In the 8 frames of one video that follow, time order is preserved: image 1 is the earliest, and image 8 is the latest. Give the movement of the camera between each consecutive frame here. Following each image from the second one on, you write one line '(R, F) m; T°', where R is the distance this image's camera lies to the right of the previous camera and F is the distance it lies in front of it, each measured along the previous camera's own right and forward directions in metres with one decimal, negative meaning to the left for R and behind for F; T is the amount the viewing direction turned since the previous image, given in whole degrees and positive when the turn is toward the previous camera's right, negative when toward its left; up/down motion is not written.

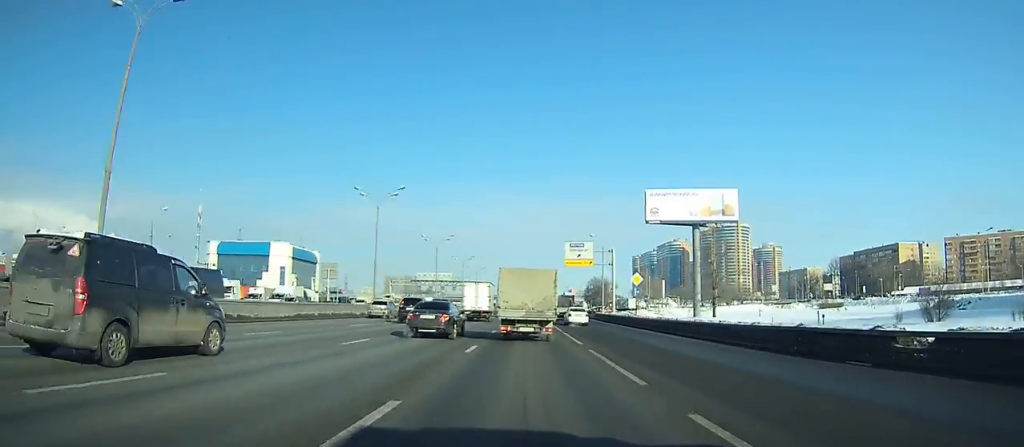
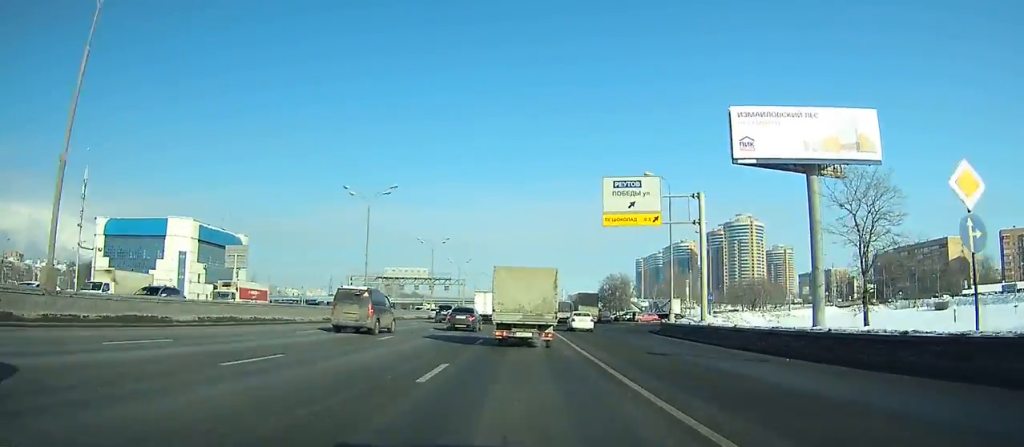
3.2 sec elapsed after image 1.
(-0.2, +41.3) m; 0°
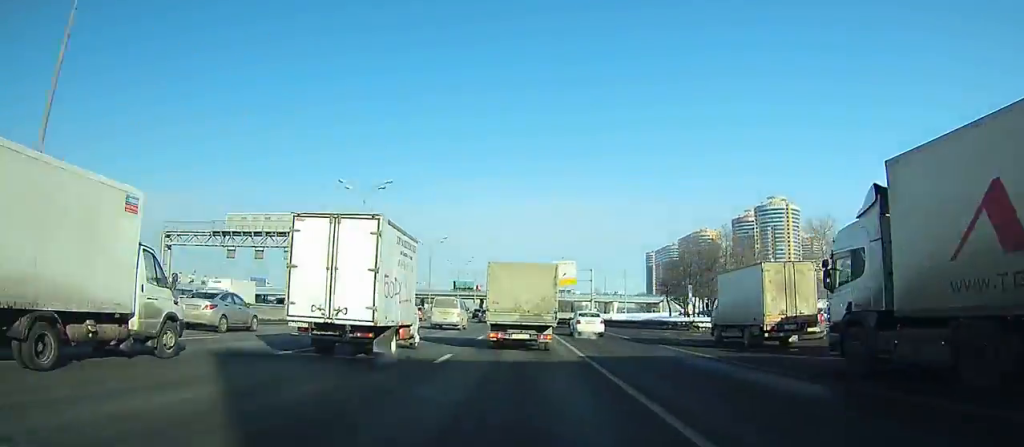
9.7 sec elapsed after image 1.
(0.0, +80.6) m; 0°
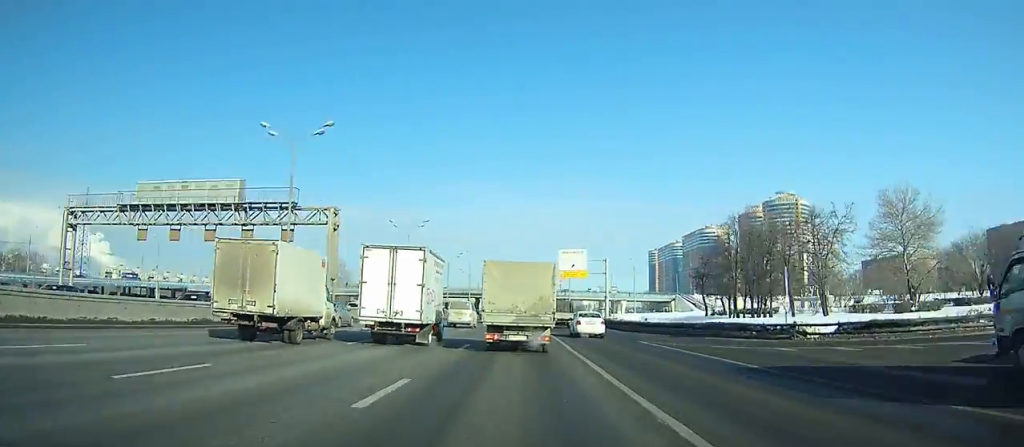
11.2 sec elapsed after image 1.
(0.0, +17.9) m; 0°
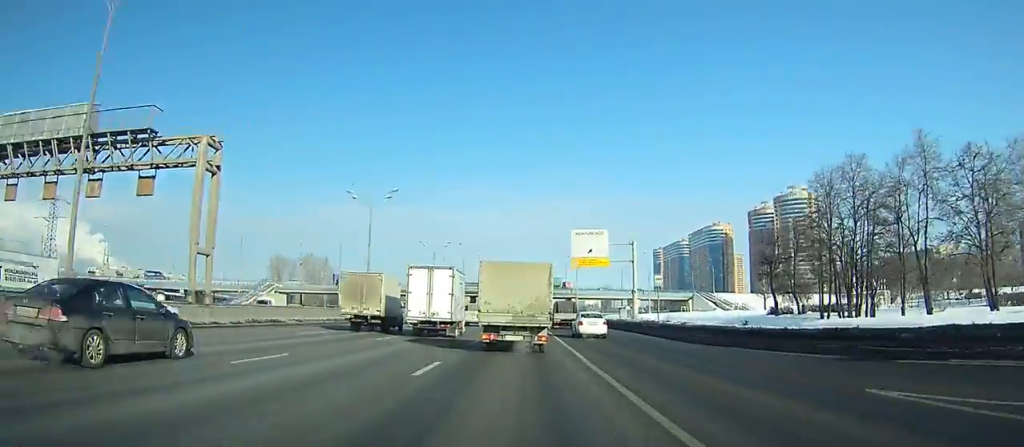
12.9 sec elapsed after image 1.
(0.0, +20.1) m; 0°
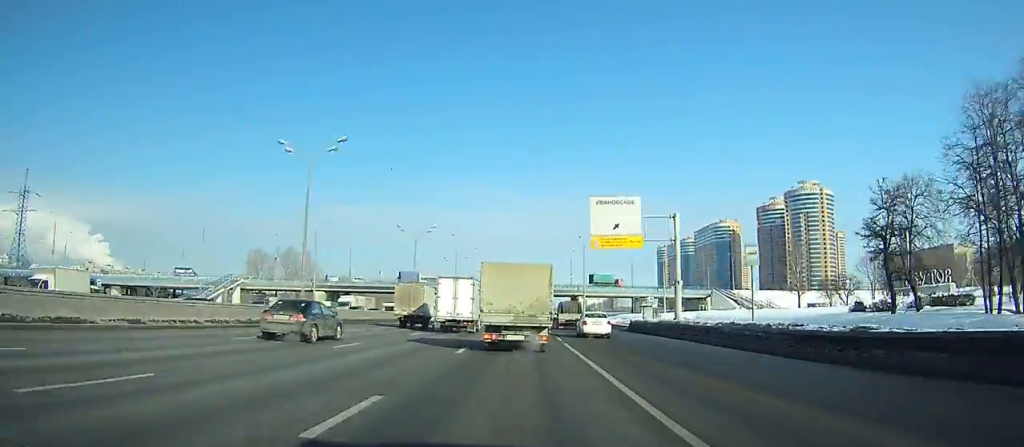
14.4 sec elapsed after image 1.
(-0.1, +17.6) m; 0°
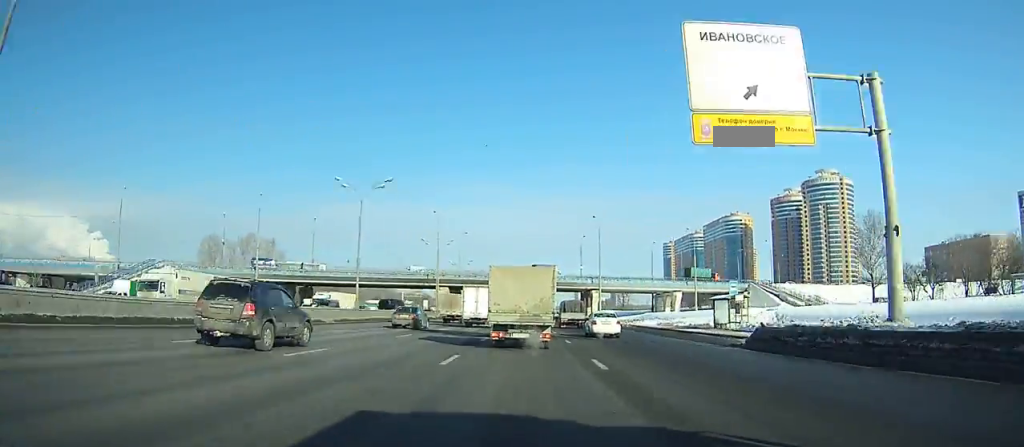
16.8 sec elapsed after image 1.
(0.0, +28.0) m; 0°
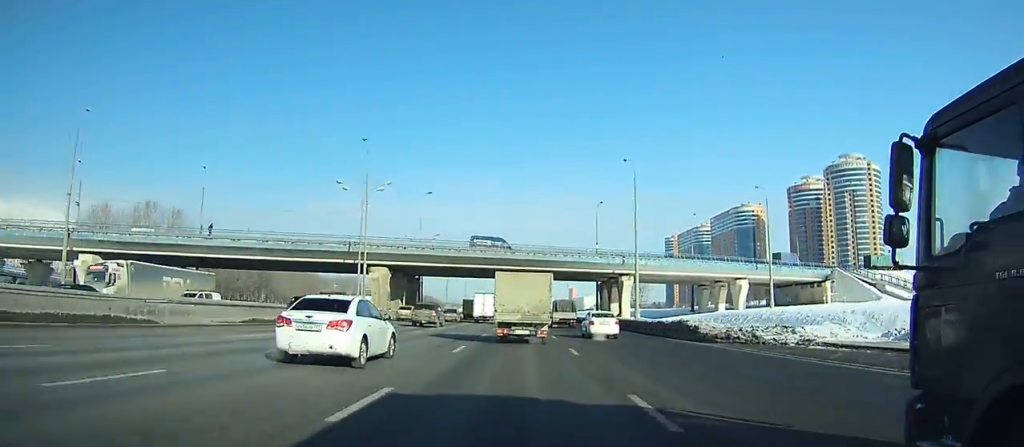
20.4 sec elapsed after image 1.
(+0.4, +41.6) m; +1°
